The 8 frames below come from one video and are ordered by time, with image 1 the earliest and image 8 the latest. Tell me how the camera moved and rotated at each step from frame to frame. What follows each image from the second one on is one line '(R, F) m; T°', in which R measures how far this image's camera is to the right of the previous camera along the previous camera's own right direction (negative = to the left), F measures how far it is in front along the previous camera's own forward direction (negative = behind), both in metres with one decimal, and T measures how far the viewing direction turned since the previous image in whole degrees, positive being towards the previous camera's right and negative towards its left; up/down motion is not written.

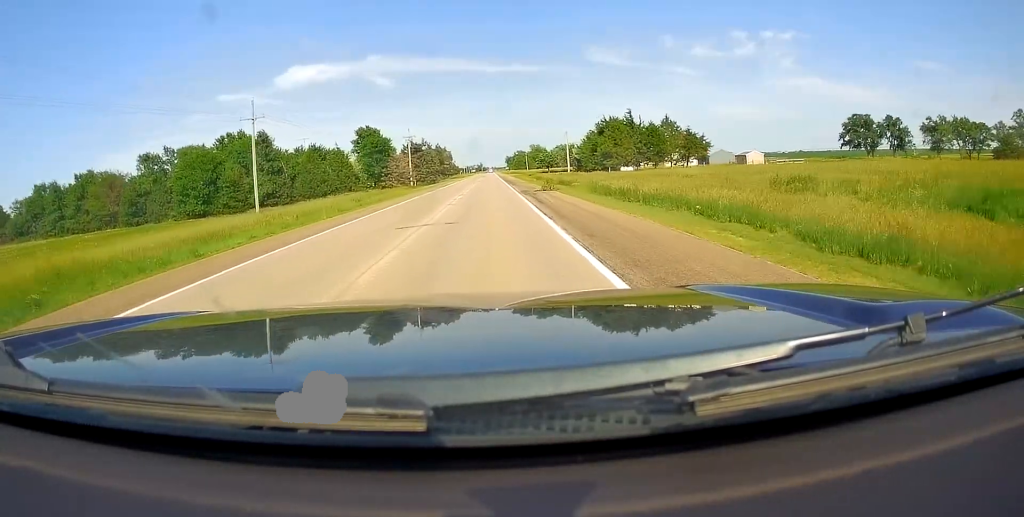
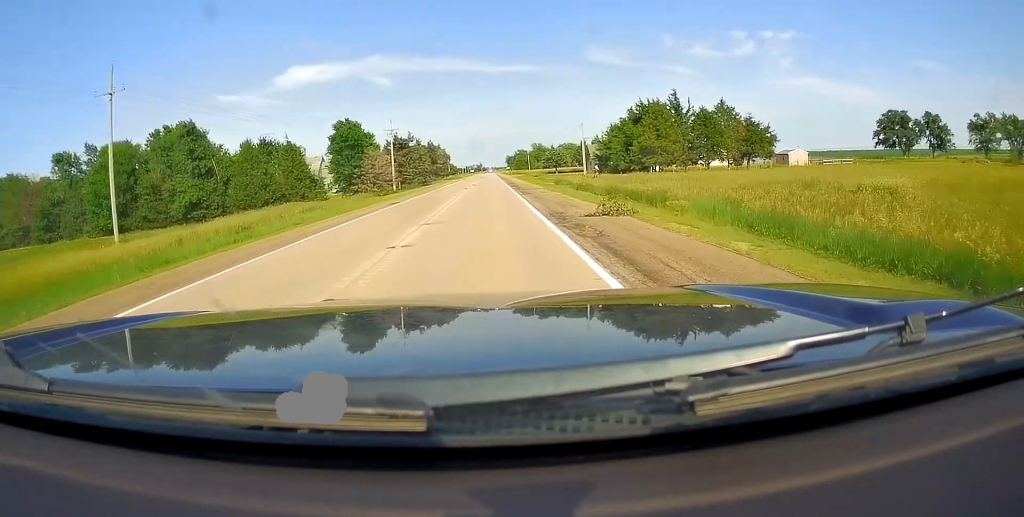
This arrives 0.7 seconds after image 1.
(0.0, +20.6) m; 0°
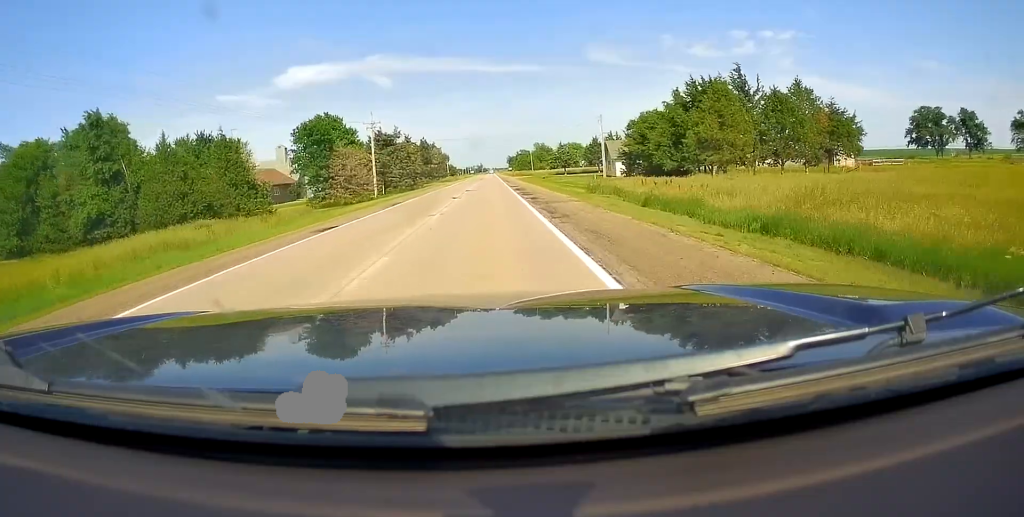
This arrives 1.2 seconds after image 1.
(0.0, +16.5) m; 0°
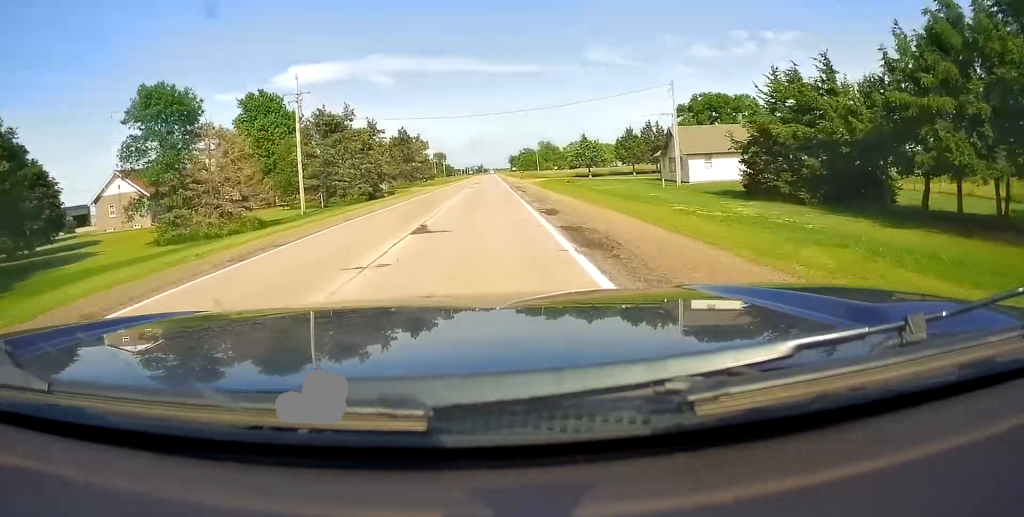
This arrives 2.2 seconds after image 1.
(0.0, +32.5) m; 0°
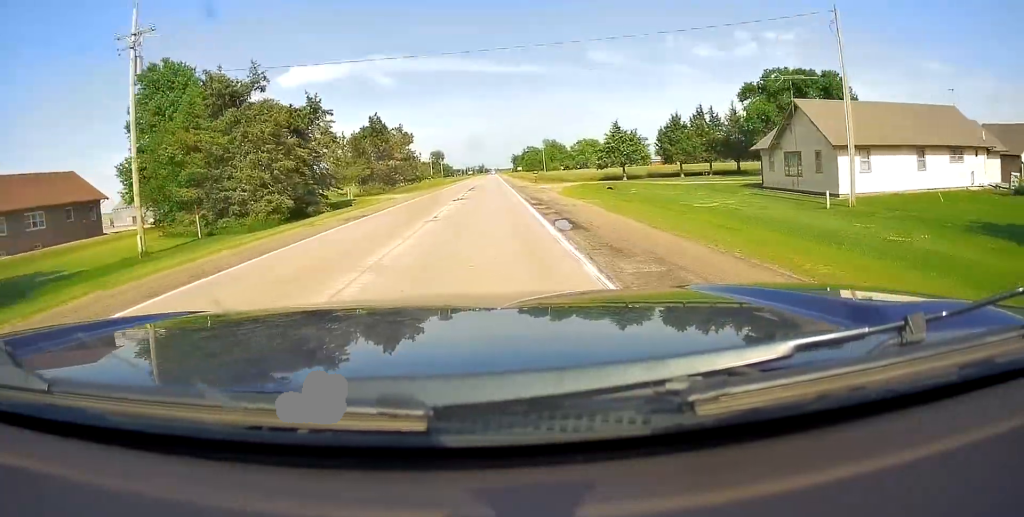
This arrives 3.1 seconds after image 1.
(0.0, +25.2) m; 0°
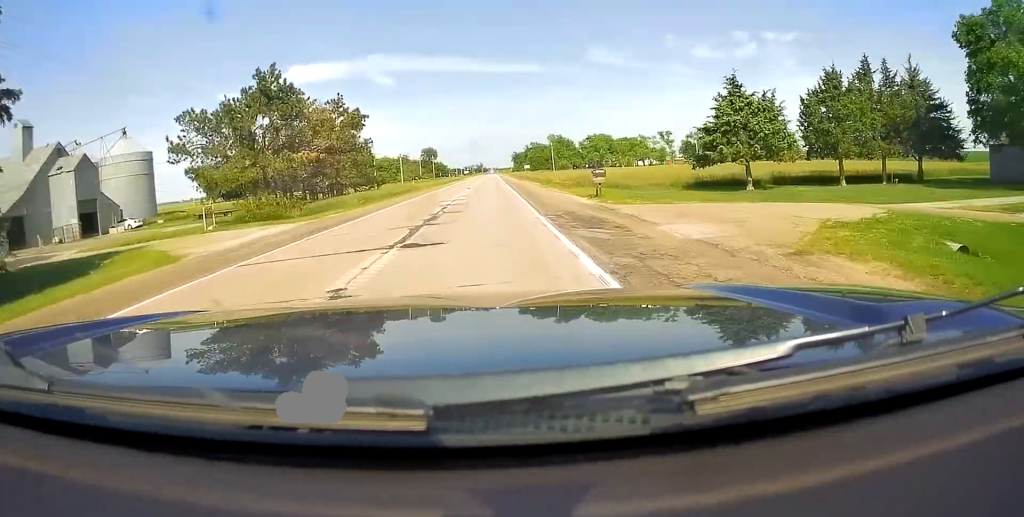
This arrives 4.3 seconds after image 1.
(0.0, +37.6) m; 0°
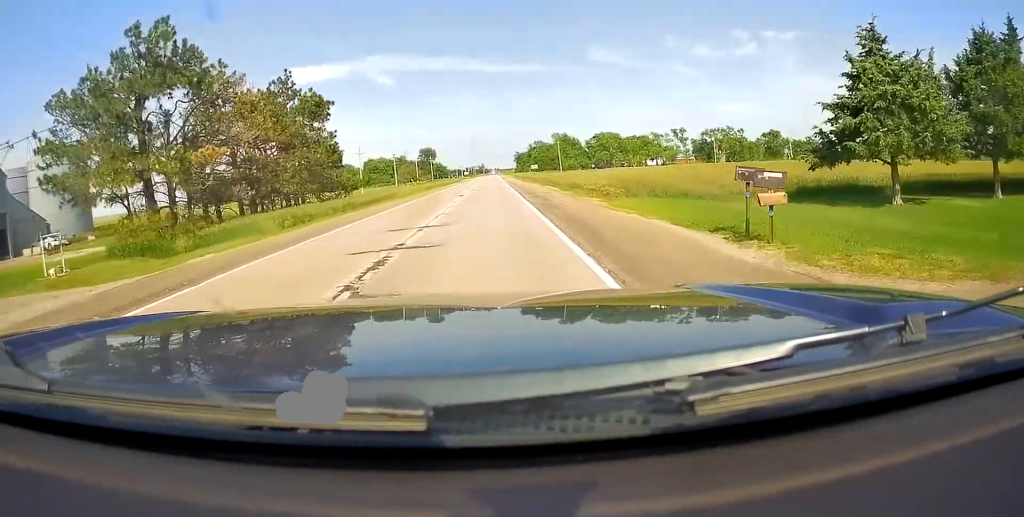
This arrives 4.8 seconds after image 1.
(0.0, +15.5) m; 0°
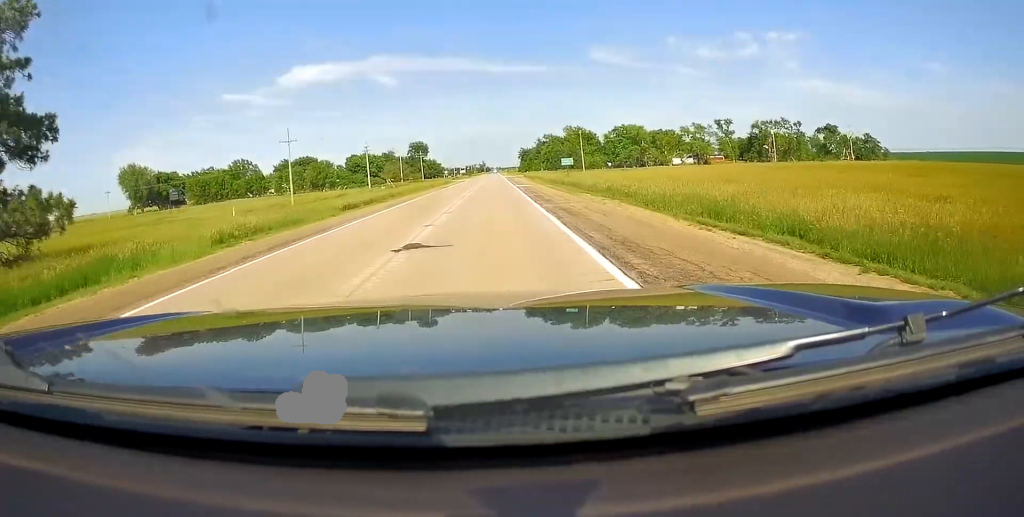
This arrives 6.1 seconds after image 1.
(0.0, +41.1) m; 0°
